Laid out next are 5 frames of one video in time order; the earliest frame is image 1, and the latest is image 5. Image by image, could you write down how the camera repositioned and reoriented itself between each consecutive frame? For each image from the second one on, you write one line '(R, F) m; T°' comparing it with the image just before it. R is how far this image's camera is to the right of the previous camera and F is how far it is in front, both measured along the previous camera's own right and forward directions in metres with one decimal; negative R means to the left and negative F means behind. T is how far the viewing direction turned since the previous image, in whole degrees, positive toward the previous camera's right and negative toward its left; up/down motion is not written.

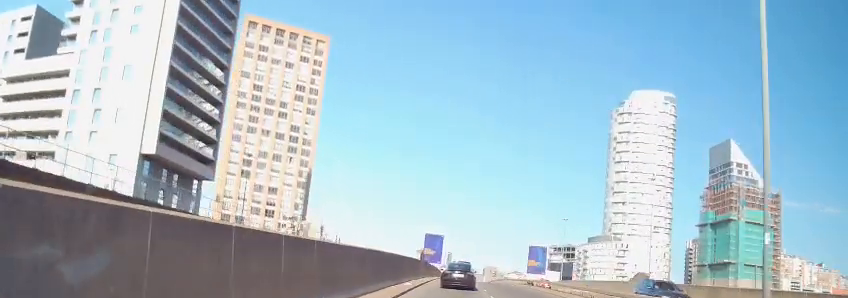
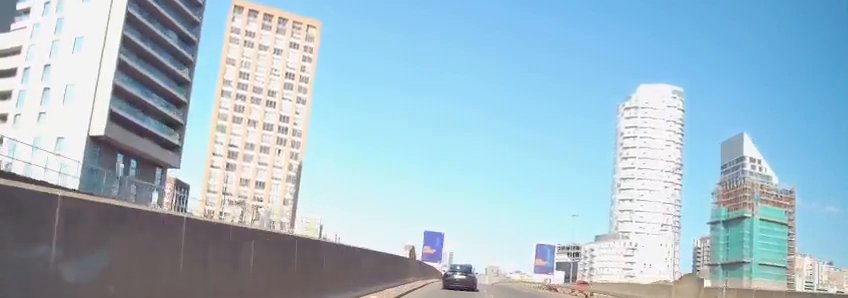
(0.0, +10.4) m; 0°
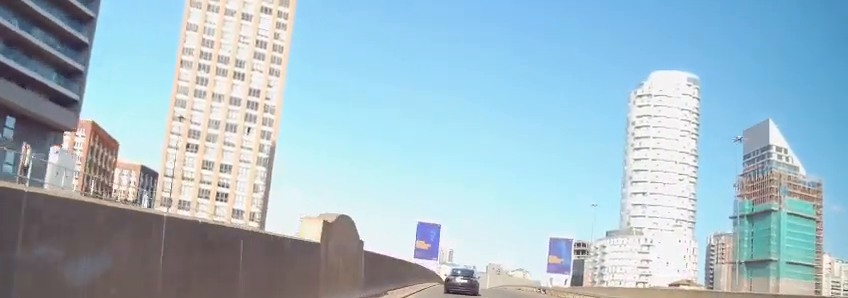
(+0.1, +20.3) m; +1°
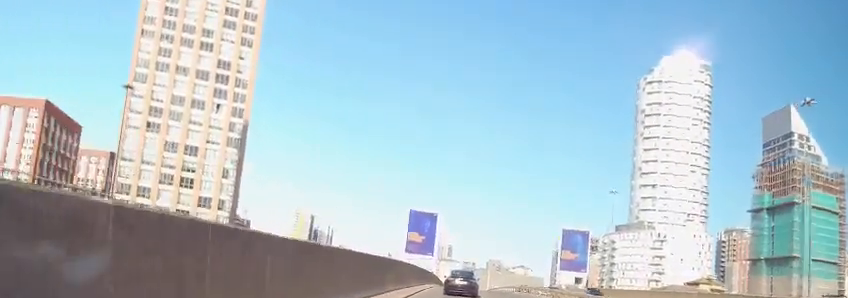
(0.0, +15.3) m; 0°
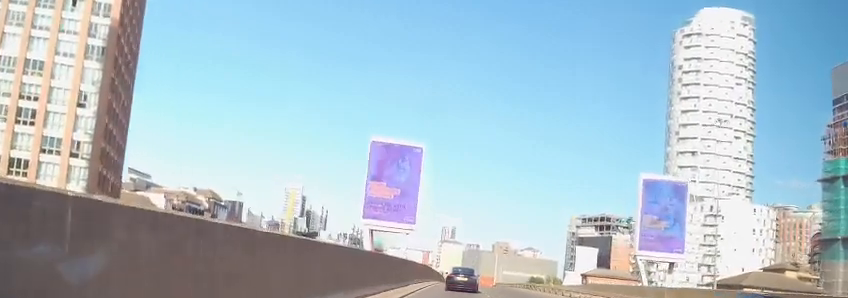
(0.0, +43.1) m; 0°
